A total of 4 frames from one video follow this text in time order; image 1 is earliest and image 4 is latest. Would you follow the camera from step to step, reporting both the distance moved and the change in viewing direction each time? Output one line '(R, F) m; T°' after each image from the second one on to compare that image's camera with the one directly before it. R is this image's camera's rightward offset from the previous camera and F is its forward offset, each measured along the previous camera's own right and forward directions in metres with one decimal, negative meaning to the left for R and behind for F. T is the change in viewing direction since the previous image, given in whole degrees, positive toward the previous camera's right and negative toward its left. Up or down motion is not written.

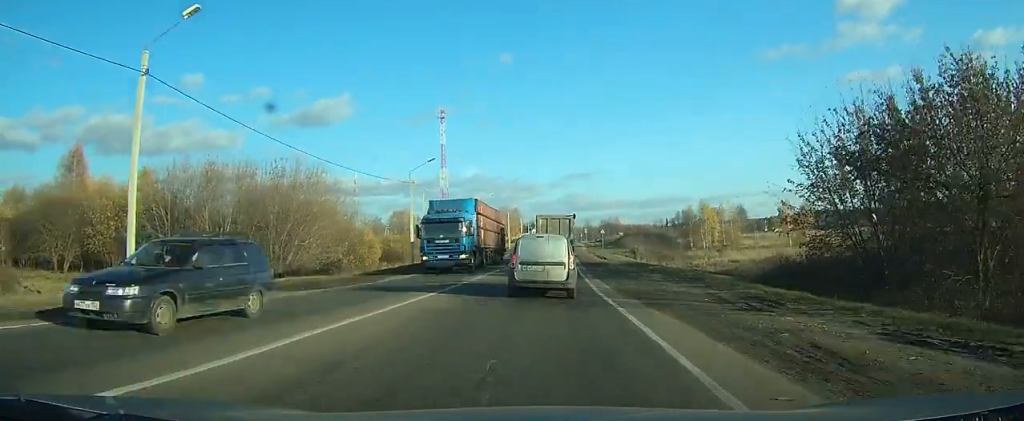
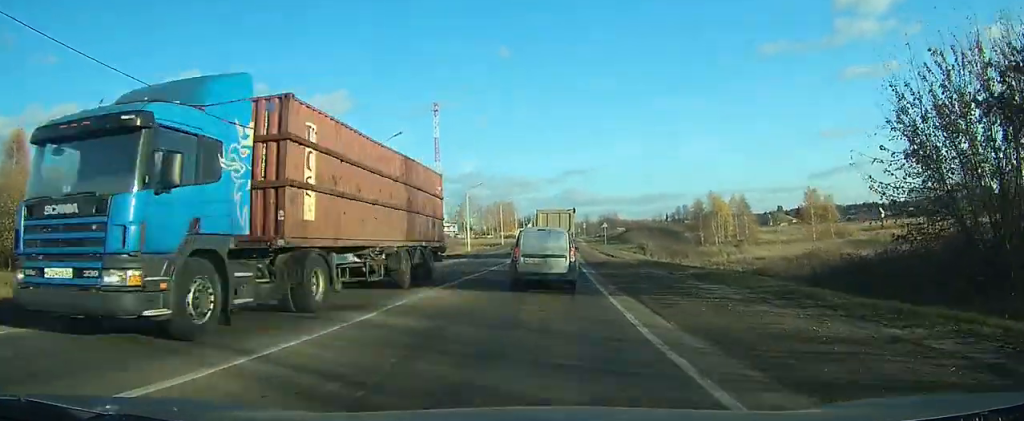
(0.0, +9.9) m; 0°
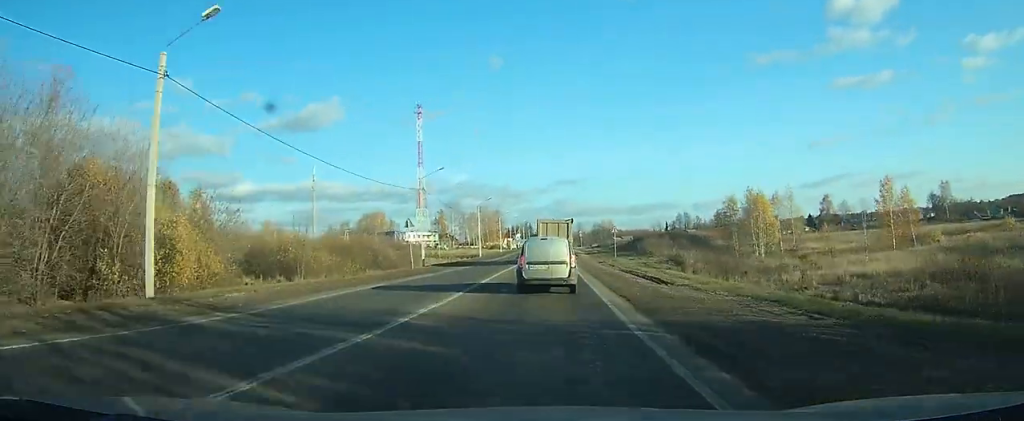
(+0.2, +23.3) m; +1°
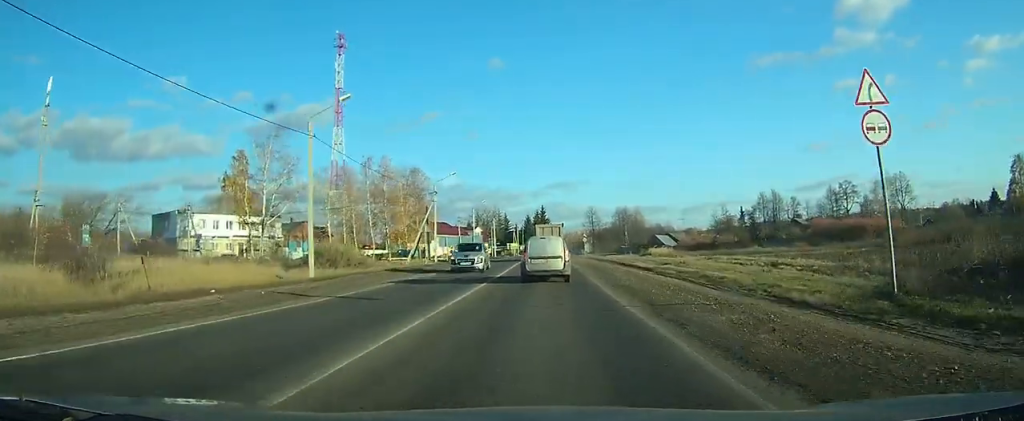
(+3.3, +124.7) m; +2°
